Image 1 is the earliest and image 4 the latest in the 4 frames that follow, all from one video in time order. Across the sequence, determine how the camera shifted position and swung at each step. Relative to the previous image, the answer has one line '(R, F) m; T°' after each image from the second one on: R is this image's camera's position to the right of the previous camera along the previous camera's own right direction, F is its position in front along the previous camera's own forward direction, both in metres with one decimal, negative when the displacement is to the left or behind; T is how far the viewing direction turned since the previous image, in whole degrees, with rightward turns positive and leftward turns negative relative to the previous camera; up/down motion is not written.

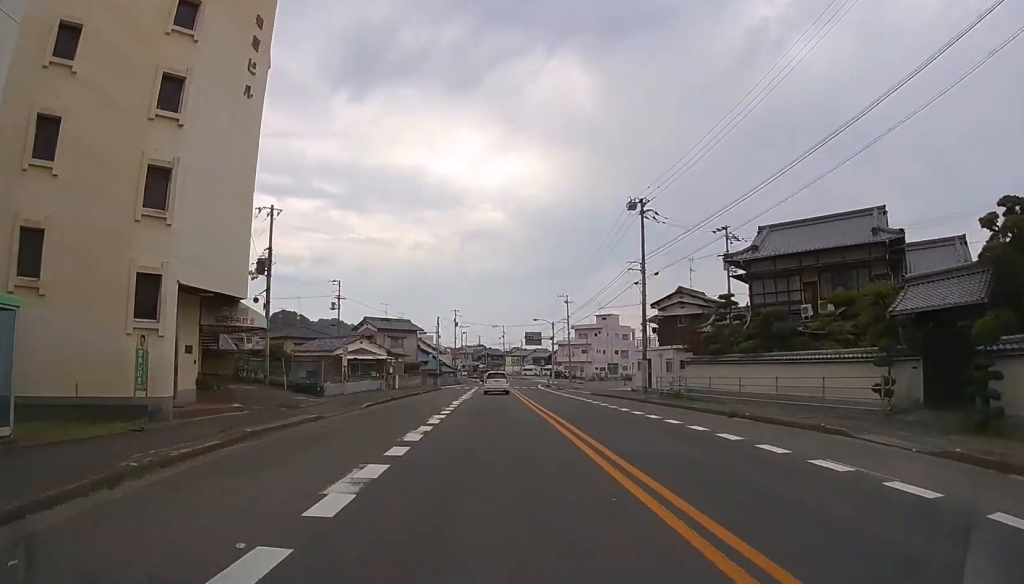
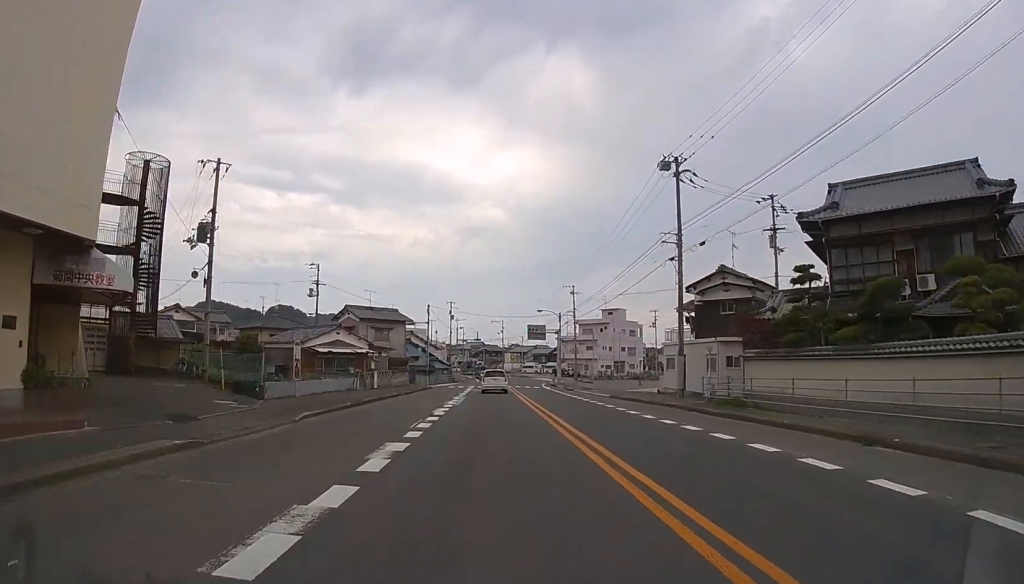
(0.0, +7.7) m; 0°
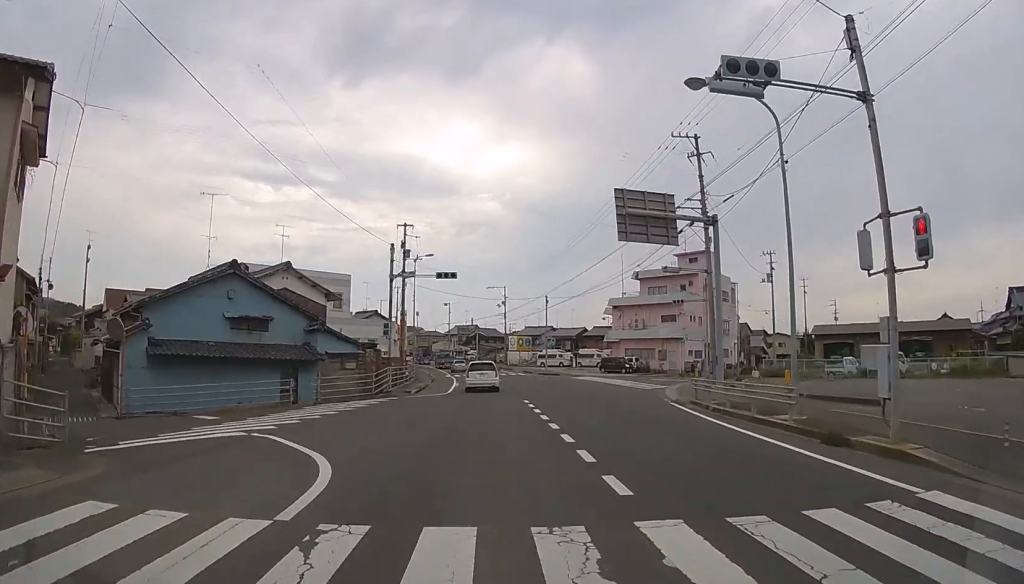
(-0.1, +47.8) m; -1°
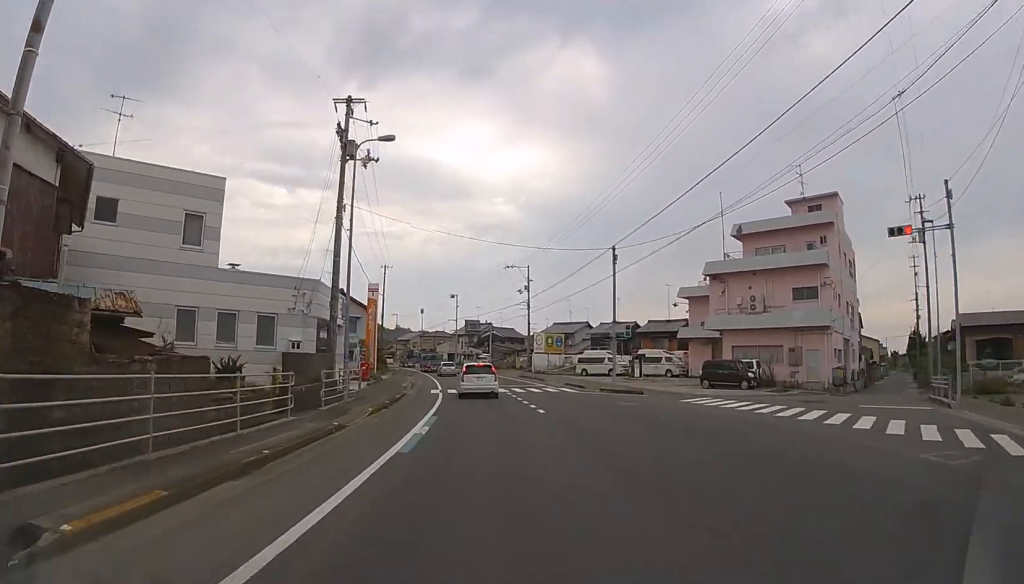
(-0.3, +24.5) m; -1°
